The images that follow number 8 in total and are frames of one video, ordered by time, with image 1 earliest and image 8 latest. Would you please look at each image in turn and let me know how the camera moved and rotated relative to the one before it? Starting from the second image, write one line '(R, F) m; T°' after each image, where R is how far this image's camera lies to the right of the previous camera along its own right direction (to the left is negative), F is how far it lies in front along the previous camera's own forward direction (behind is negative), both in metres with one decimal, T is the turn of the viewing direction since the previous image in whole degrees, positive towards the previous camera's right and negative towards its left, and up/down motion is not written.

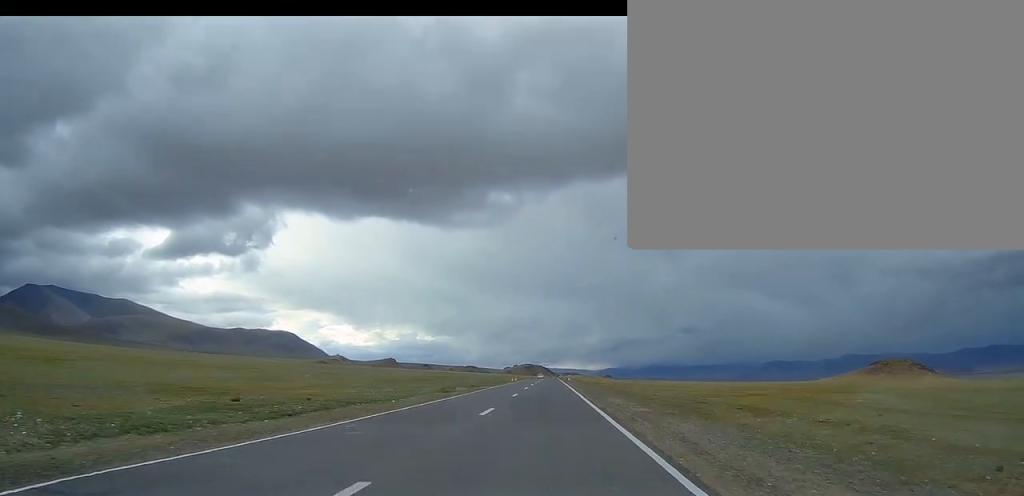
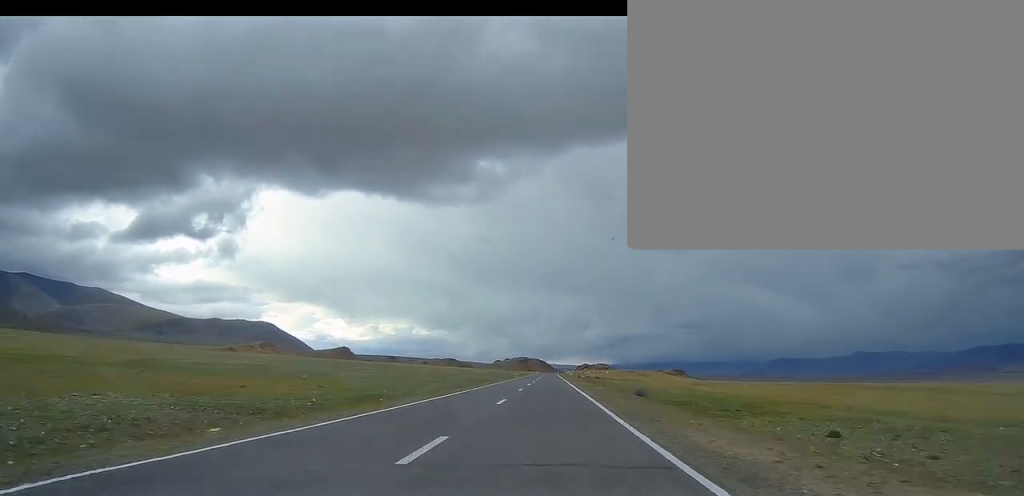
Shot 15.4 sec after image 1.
(+0.3, +450.9) m; +1°
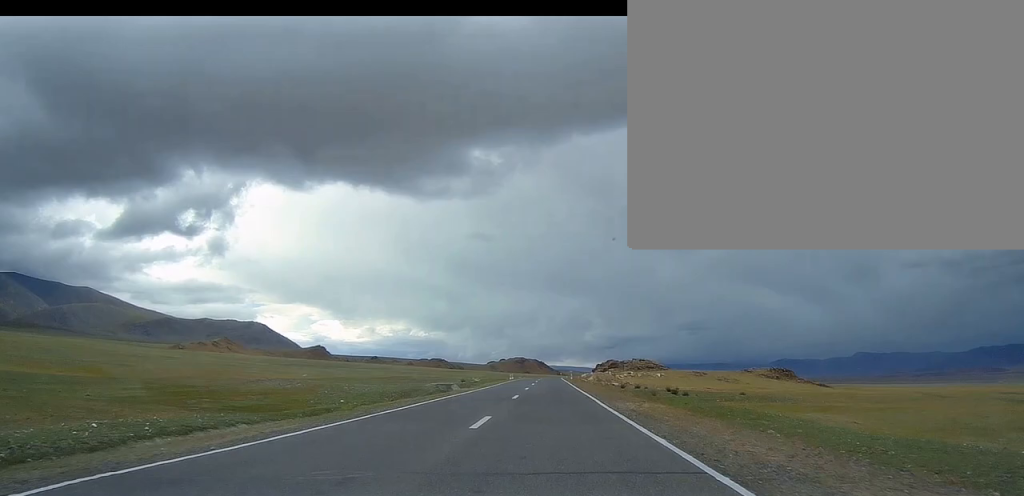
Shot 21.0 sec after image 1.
(+0.2, +163.6) m; +2°
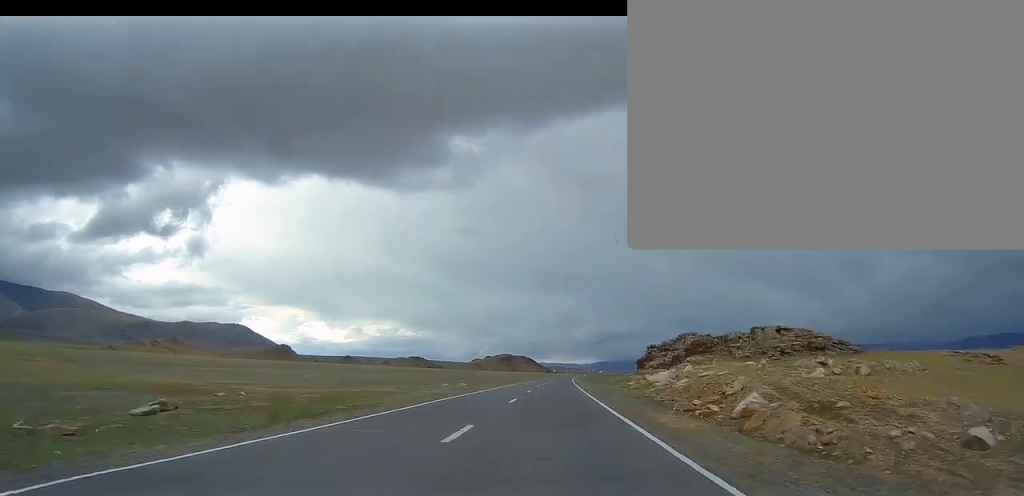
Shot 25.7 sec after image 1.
(+0.9, +134.0) m; +2°
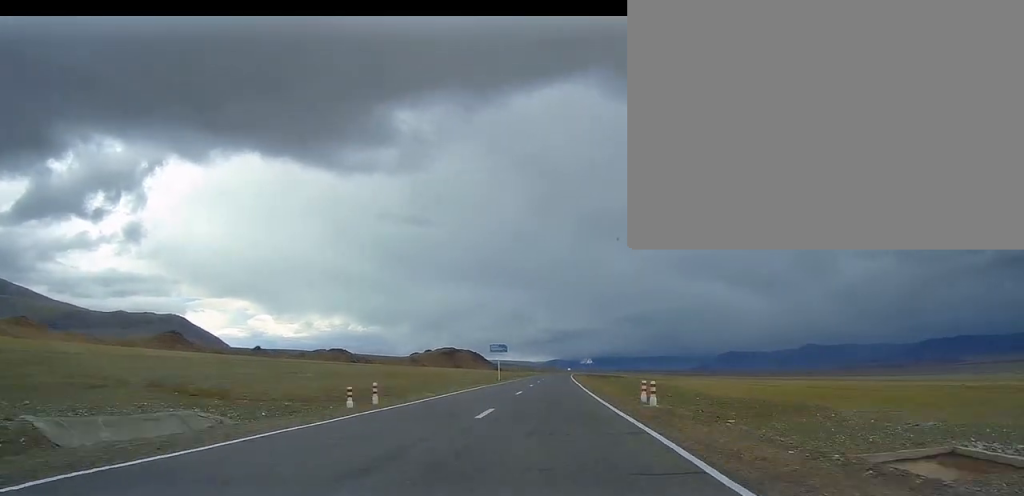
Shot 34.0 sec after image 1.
(+6.4, +238.7) m; +3°
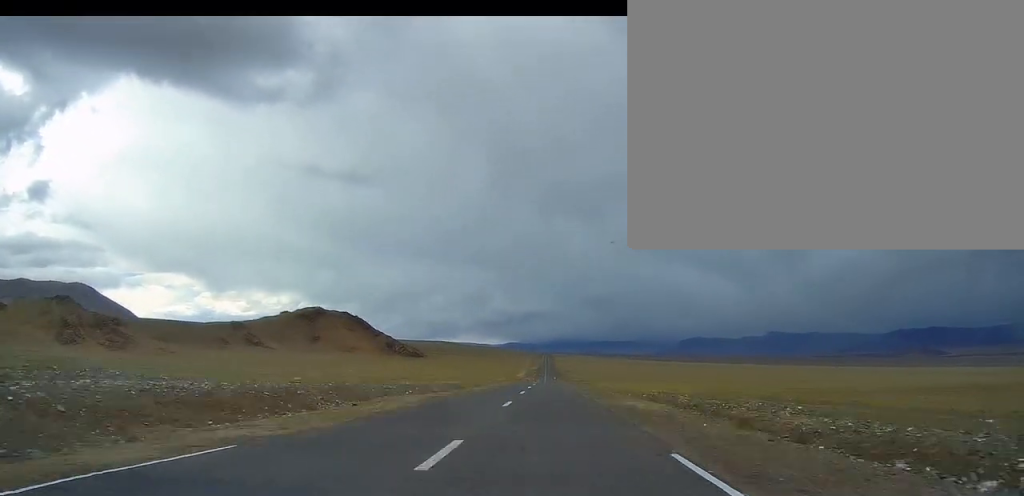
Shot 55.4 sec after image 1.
(+21.5, +631.0) m; +2°
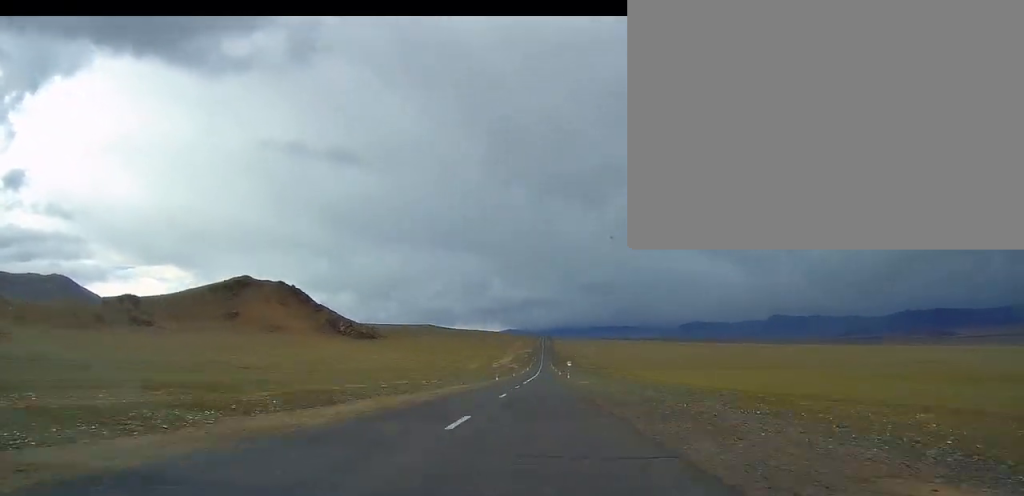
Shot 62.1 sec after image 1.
(-0.2, +203.2) m; 0°
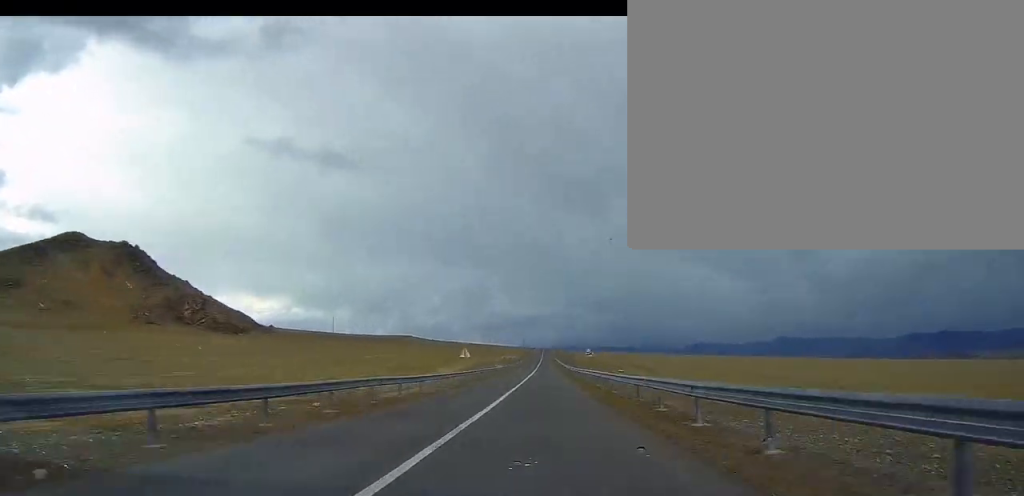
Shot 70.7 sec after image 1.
(-0.5, +259.7) m; 0°
